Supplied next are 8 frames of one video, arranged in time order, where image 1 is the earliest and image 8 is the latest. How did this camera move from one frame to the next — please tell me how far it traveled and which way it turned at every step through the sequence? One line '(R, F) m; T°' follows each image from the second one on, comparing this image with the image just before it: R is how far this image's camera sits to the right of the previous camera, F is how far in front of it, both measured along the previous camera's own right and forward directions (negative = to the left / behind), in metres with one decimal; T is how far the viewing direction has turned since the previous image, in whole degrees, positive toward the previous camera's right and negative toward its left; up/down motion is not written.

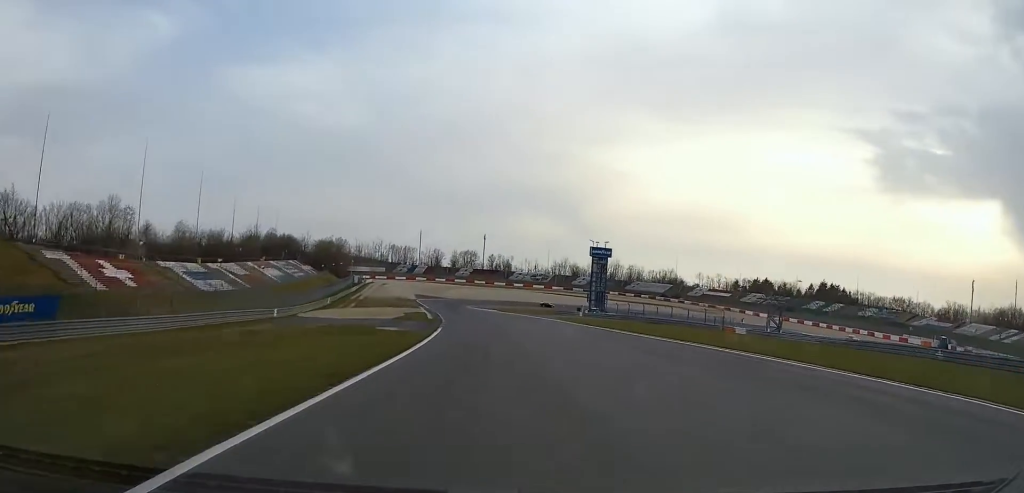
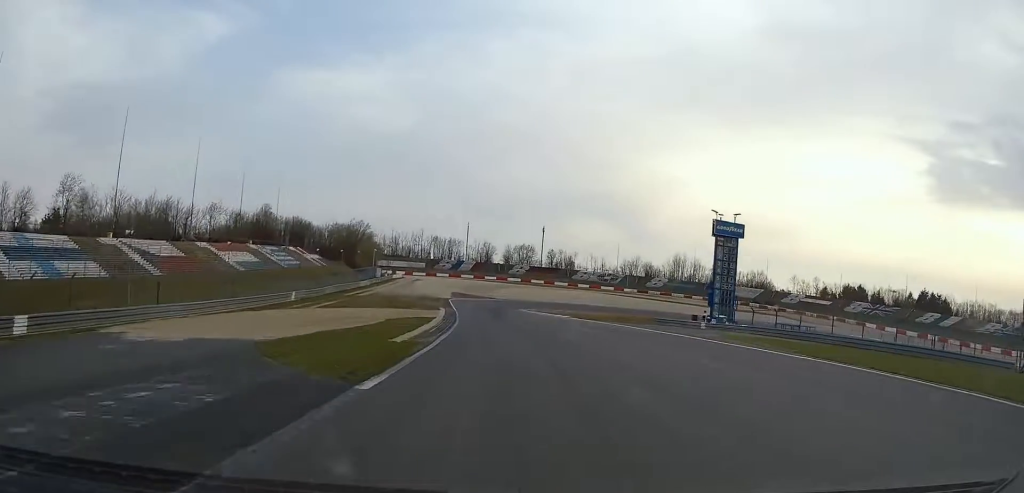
(-2.0, +48.8) m; -5°
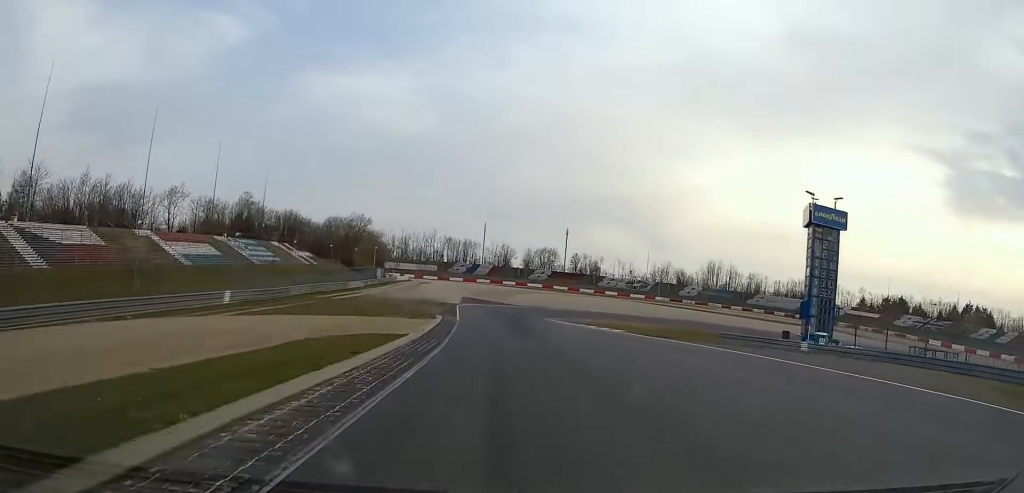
(-0.8, +22.9) m; -2°
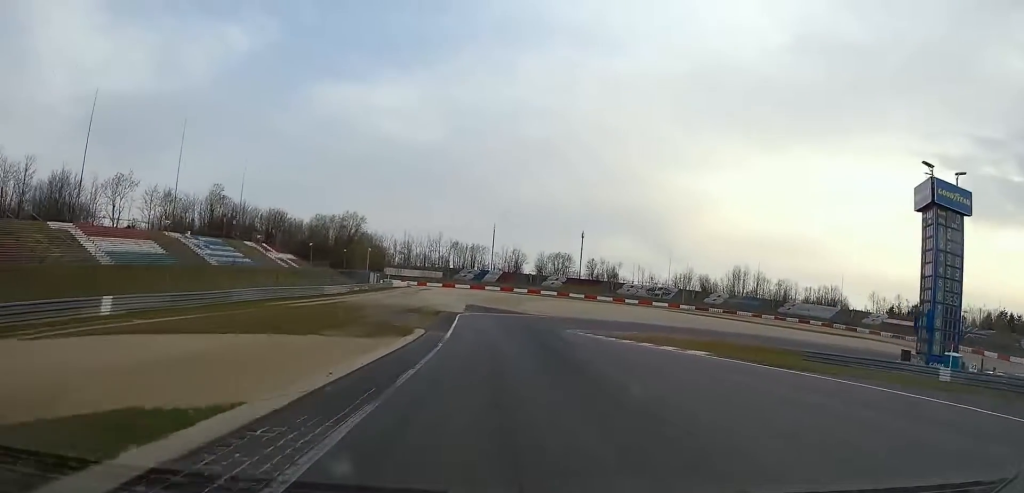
(-0.3, +20.3) m; -2°
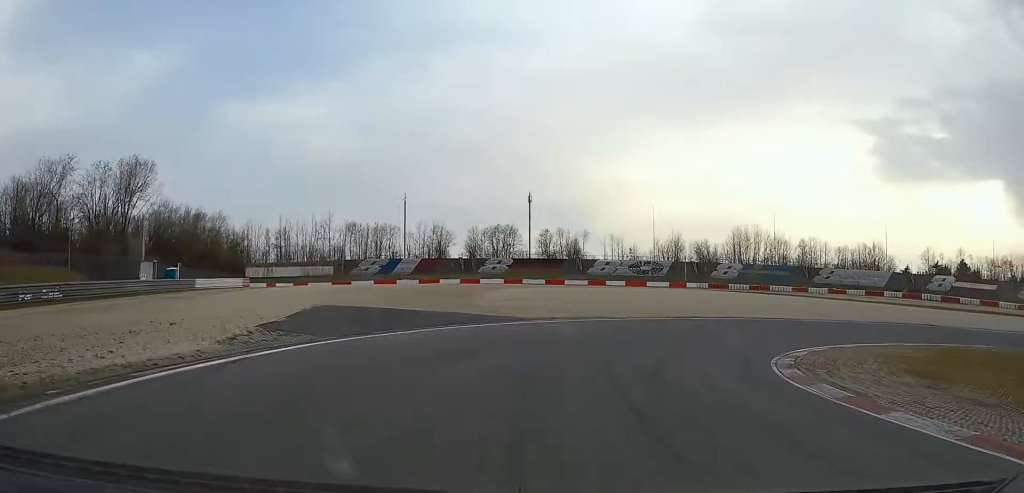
(0.0, +71.3) m; +9°
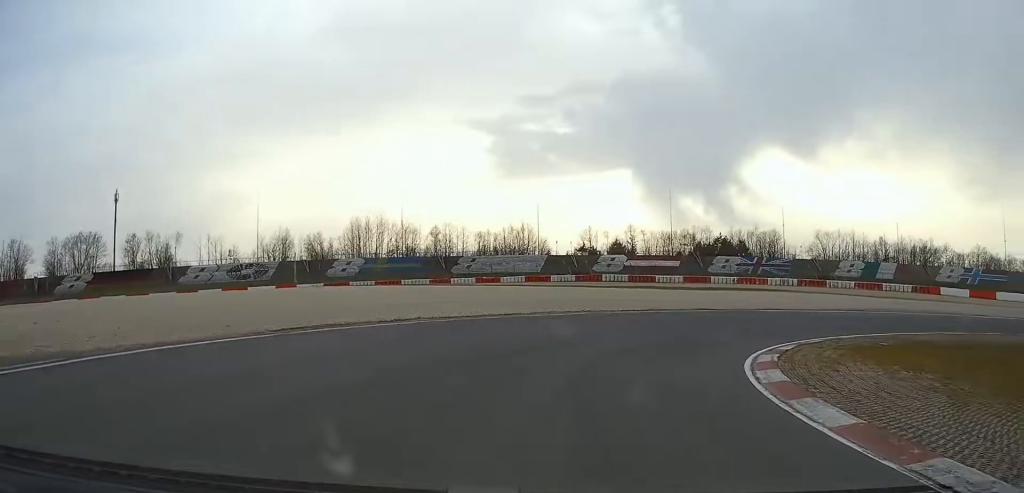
(+5.1, +28.8) m; +26°
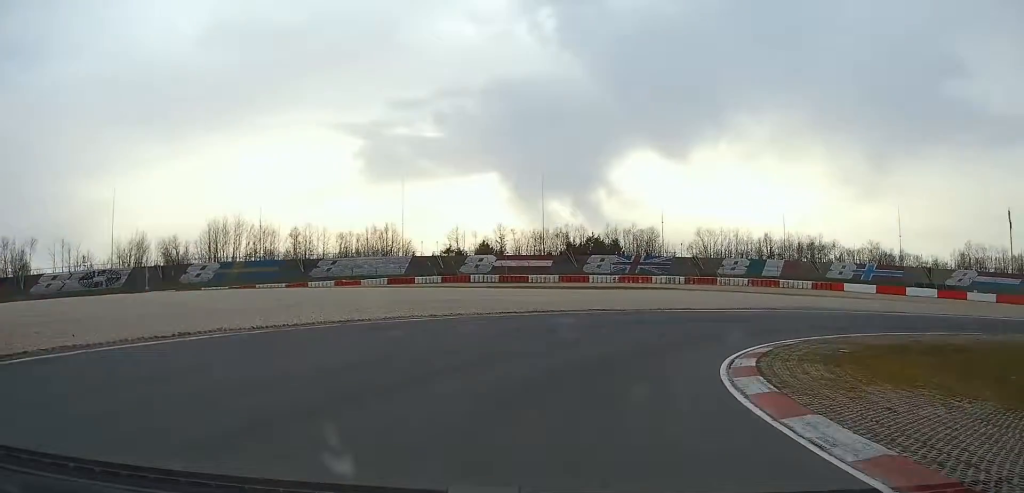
(+0.5, +8.1) m; +11°
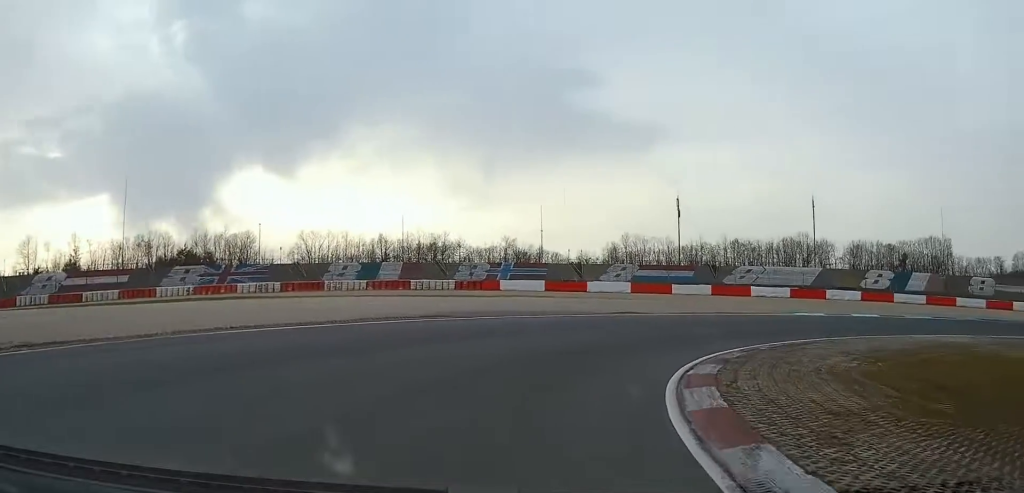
(+7.1, +20.9) m; +41°
